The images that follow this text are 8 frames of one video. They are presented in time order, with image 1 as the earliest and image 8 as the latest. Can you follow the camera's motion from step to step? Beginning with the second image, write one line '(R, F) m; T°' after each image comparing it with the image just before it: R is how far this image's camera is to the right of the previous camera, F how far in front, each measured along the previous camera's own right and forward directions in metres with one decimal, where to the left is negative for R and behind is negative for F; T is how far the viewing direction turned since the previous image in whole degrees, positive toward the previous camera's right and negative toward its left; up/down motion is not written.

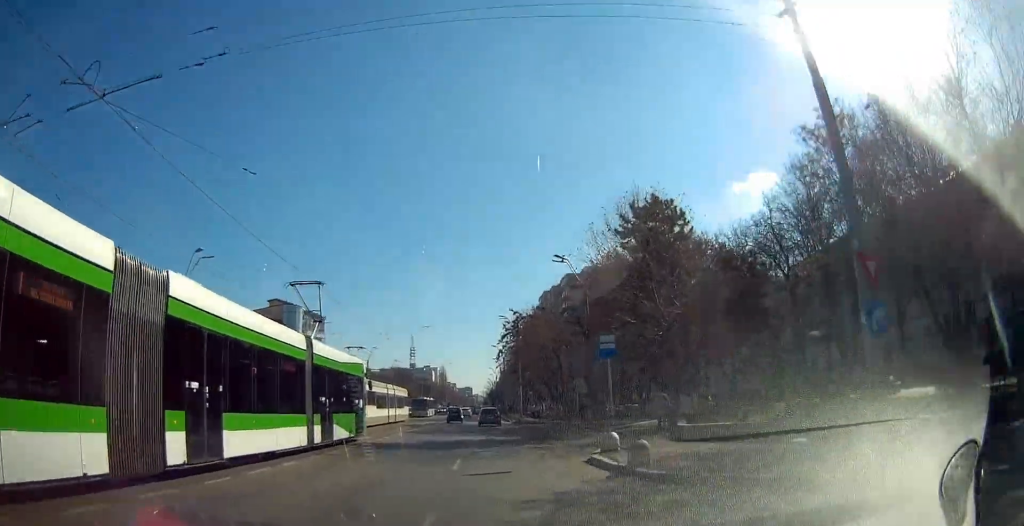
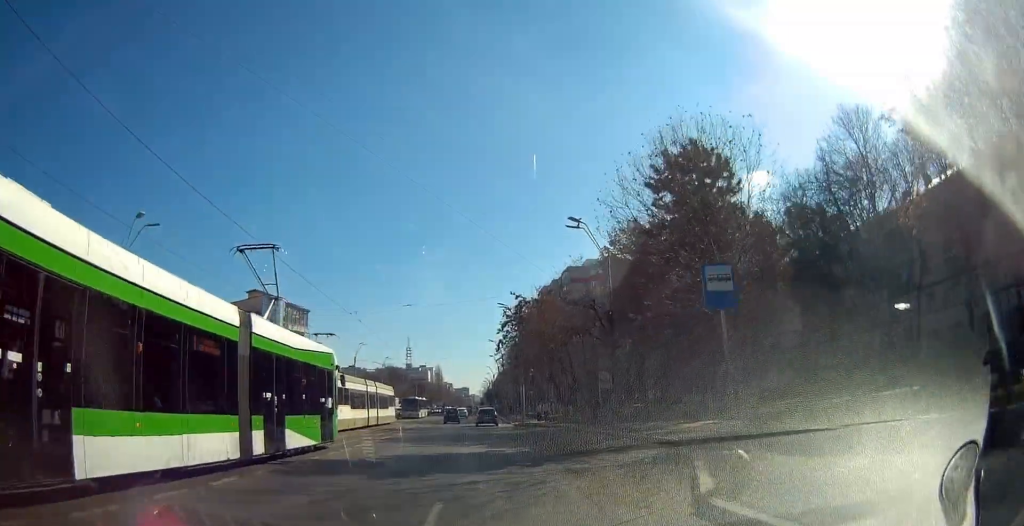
(-0.1, +7.7) m; -1°
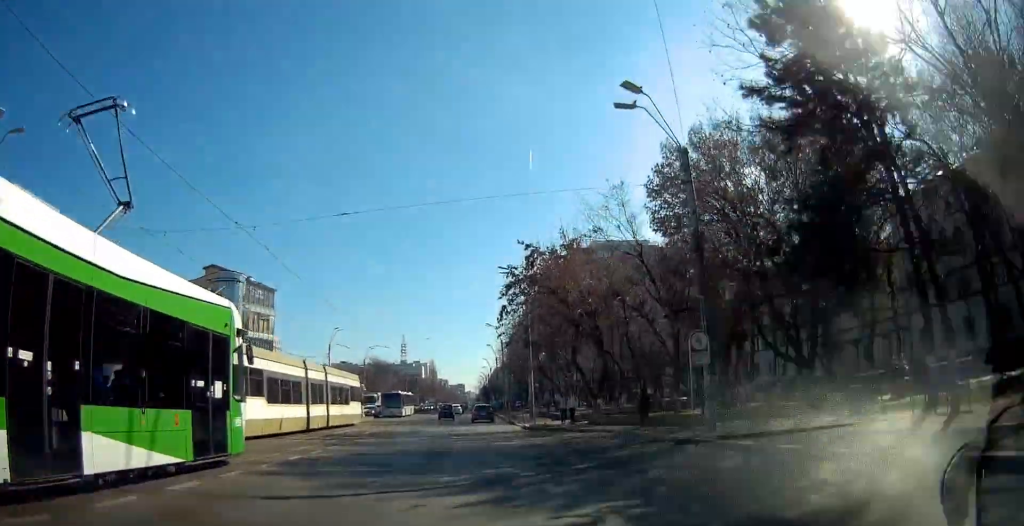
(0.0, +13.1) m; -1°
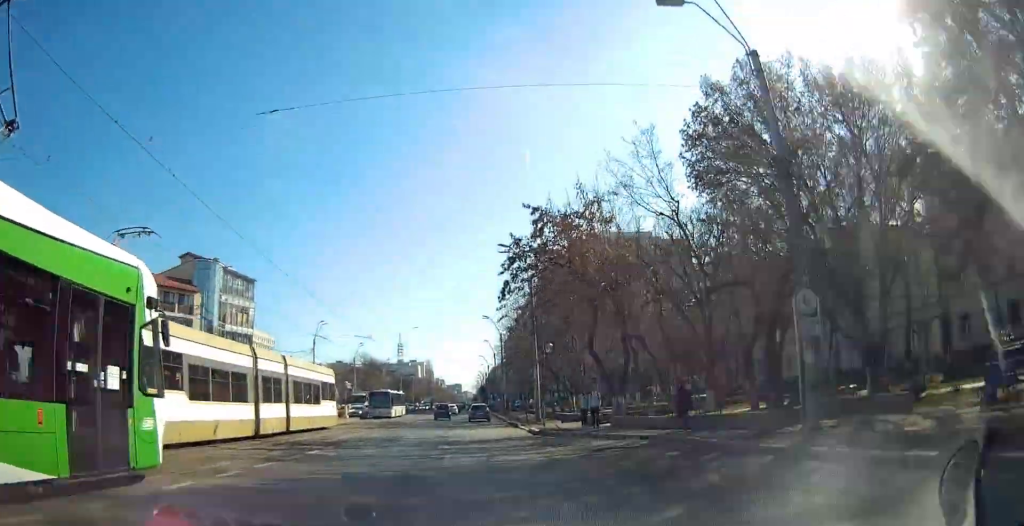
(-0.1, +5.9) m; 0°
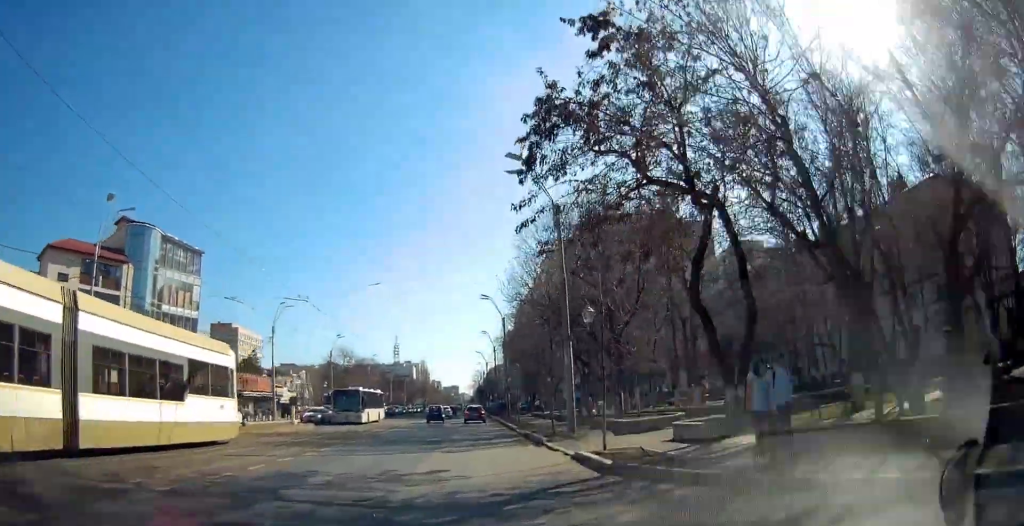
(0.0, +13.9) m; 0°
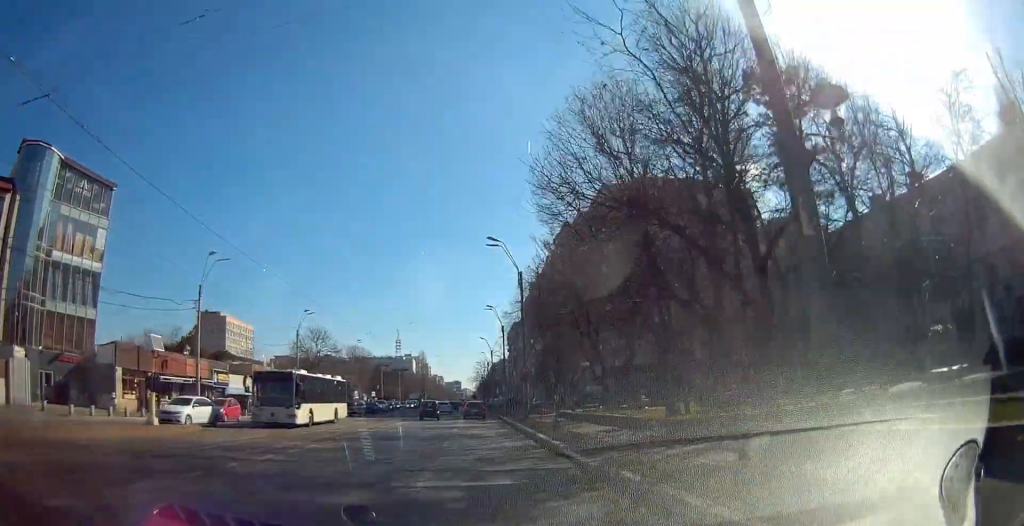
(0.0, +17.1) m; +1°
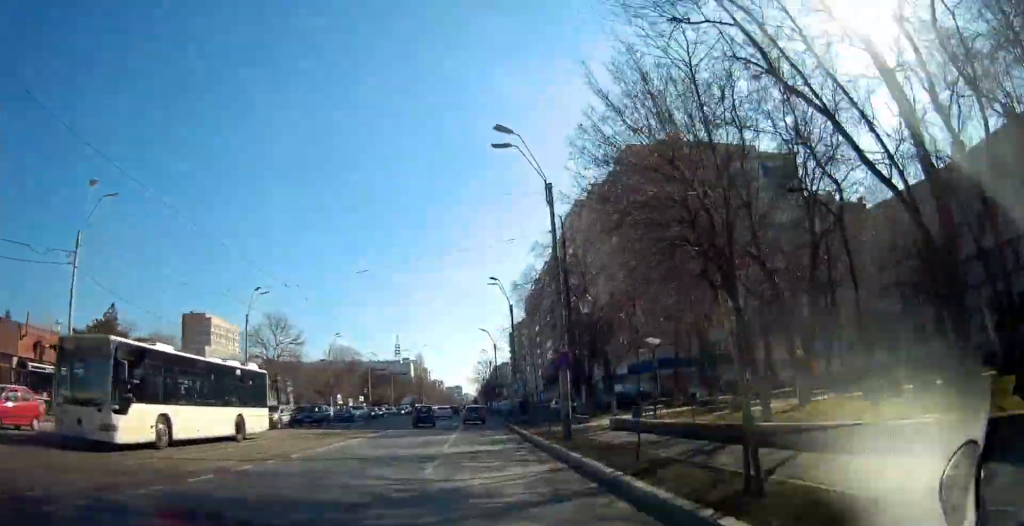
(+0.5, +15.4) m; +3°
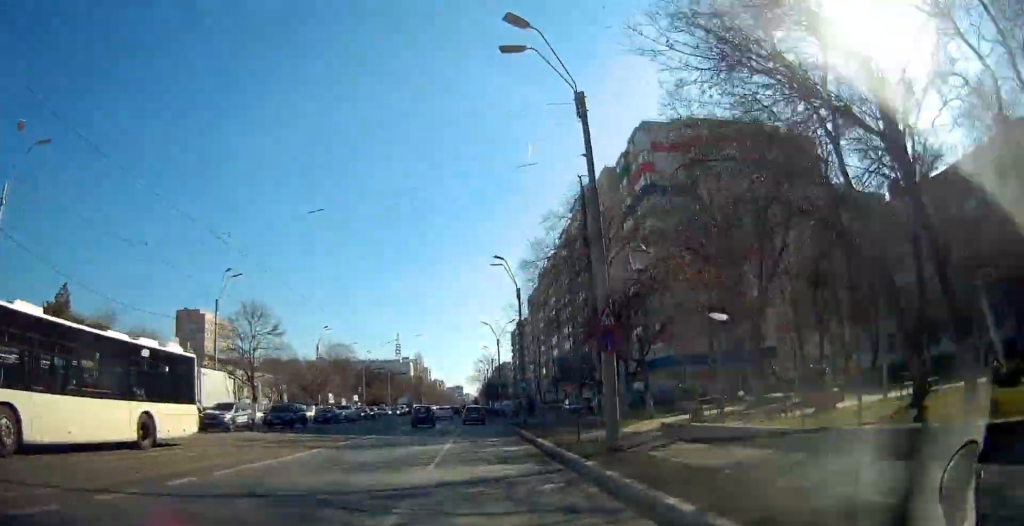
(+0.2, +6.8) m; 0°
